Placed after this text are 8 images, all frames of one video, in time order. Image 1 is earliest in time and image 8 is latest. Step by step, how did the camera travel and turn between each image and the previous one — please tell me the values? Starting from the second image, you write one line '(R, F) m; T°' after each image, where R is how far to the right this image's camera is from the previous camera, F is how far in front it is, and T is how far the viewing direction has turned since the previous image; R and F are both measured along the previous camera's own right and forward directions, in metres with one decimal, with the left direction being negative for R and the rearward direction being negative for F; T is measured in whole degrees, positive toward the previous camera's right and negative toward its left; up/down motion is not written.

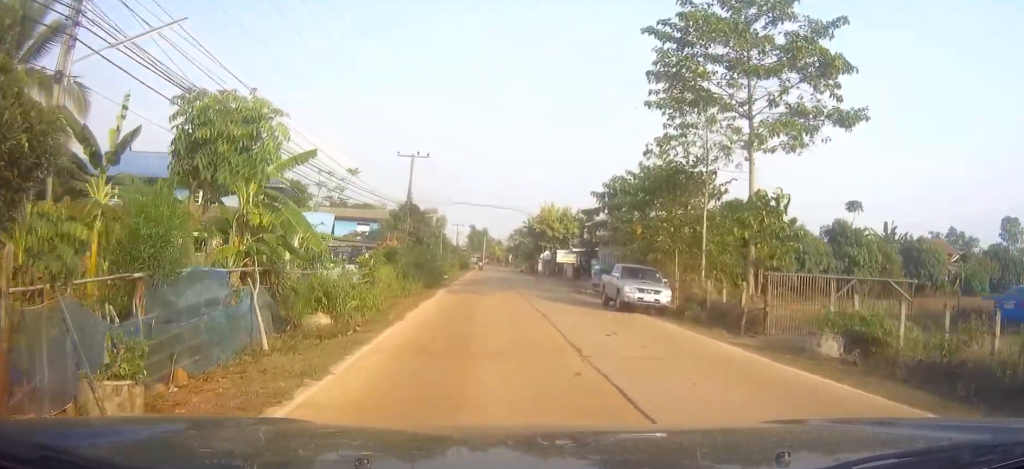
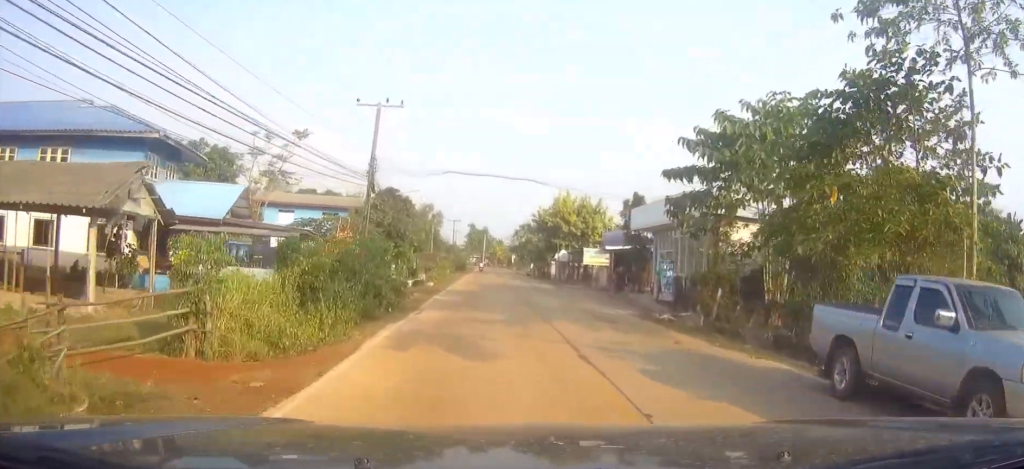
(0.0, +18.1) m; 0°
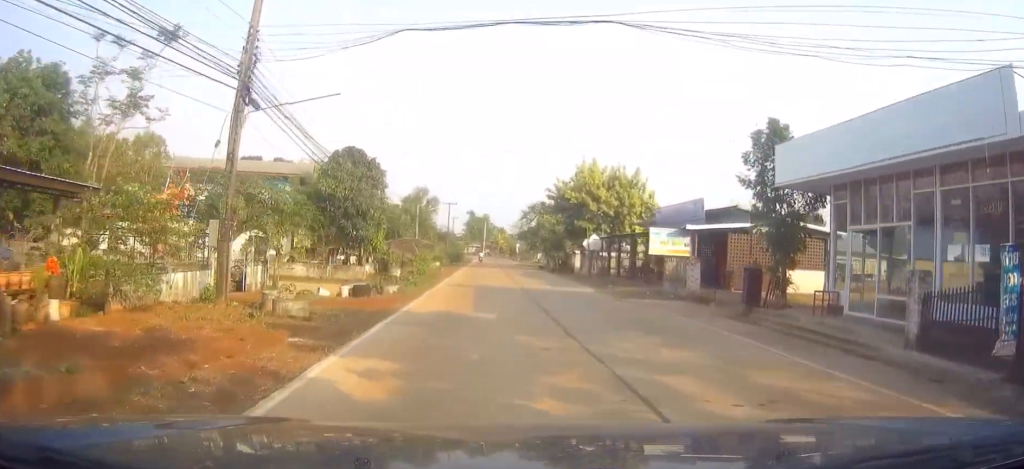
(-0.1, +19.8) m; -1°
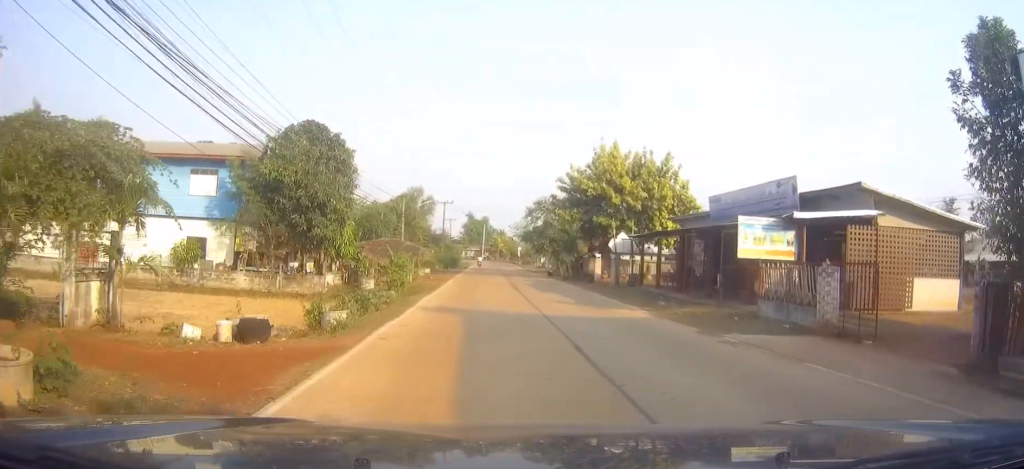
(0.0, +10.9) m; 0°
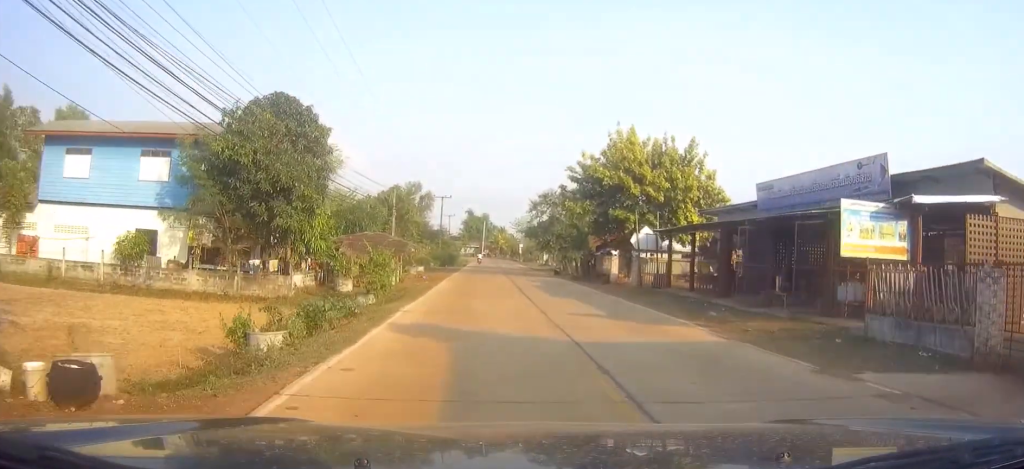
(0.0, +6.1) m; 0°
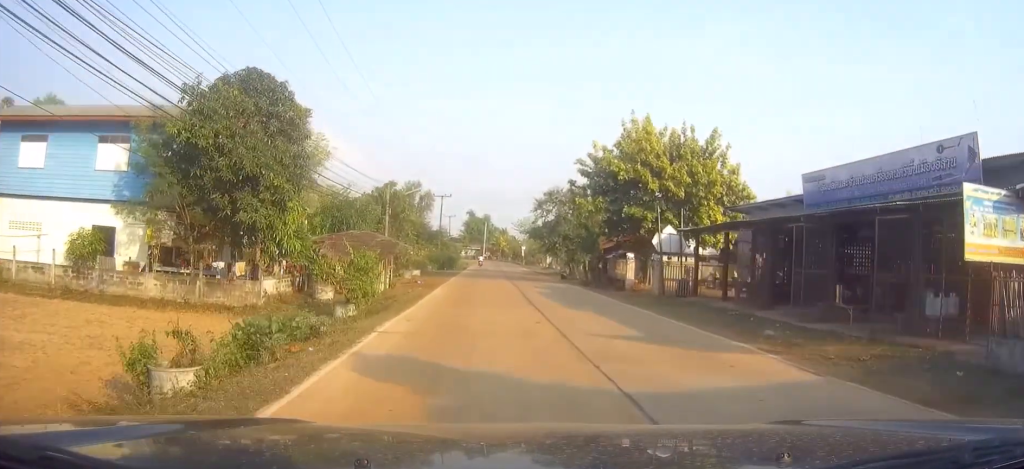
(0.0, +4.1) m; 0°
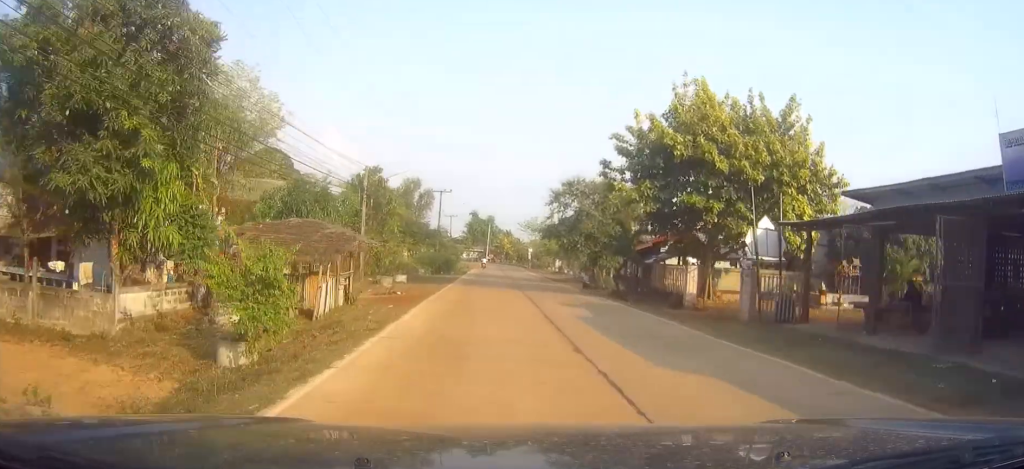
(-0.1, +9.9) m; 0°
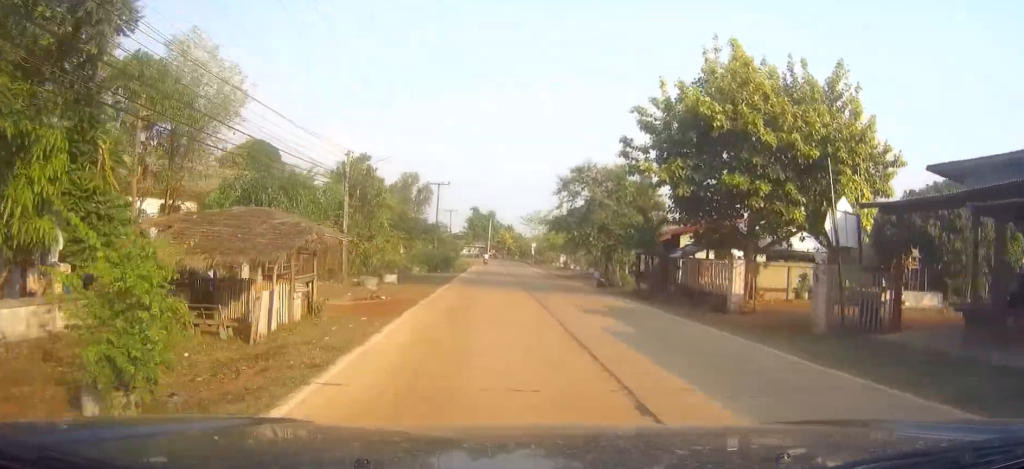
(0.0, +4.8) m; 0°
